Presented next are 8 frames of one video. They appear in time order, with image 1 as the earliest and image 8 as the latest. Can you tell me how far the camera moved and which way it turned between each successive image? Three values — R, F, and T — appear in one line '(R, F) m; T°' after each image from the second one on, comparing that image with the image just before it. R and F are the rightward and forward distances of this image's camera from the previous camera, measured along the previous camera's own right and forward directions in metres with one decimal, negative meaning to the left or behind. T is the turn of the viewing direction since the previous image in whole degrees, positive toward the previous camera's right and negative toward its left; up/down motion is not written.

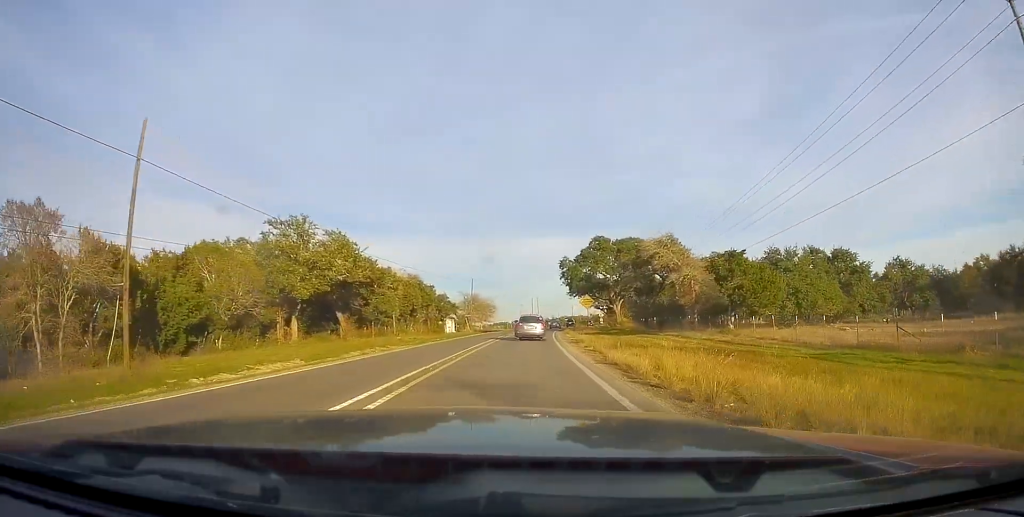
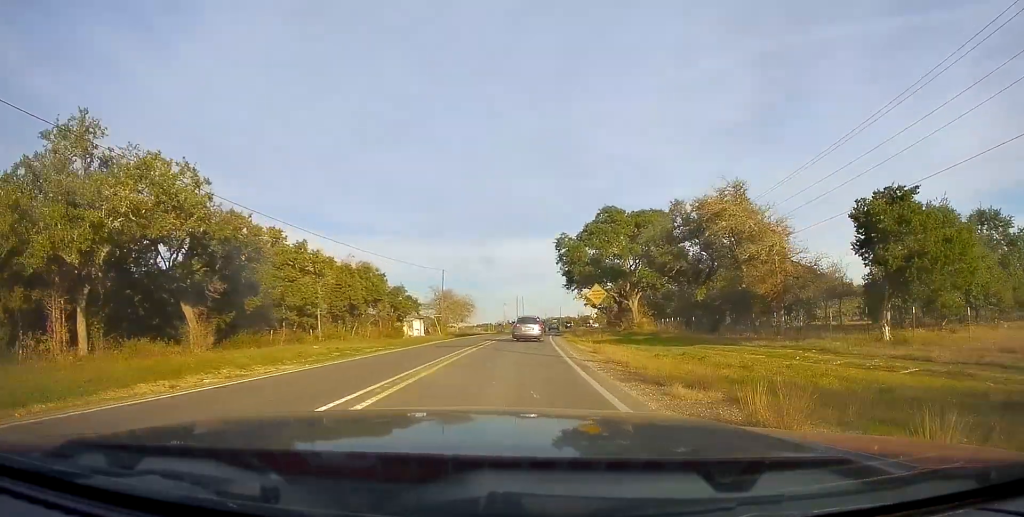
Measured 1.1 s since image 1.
(+0.1, +20.0) m; +2°
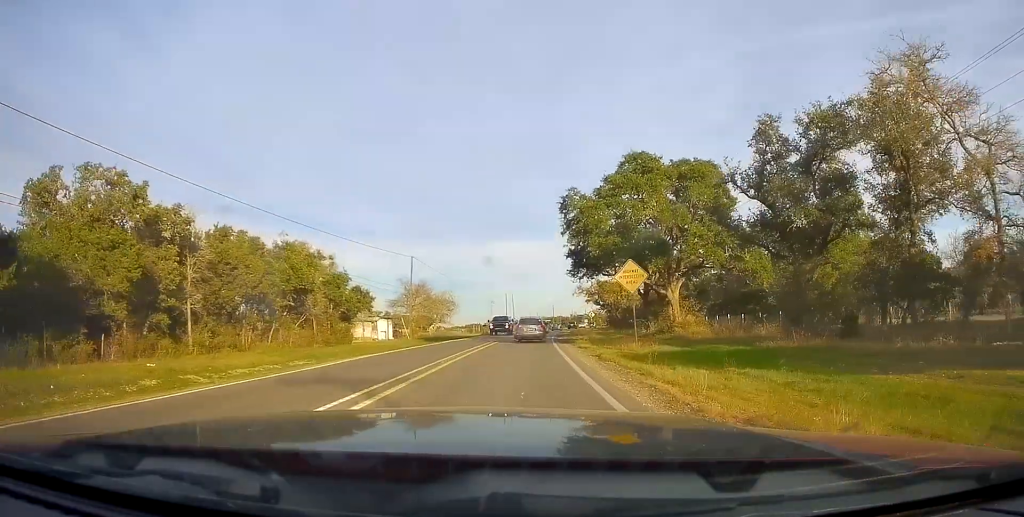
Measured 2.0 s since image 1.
(+0.3, +17.5) m; +2°
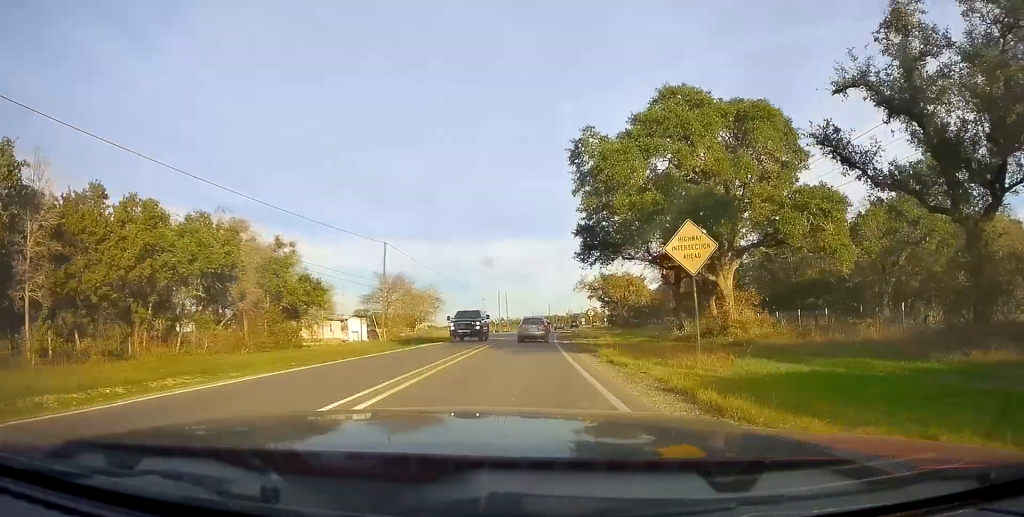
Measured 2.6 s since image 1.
(-0.2, +10.9) m; +1°
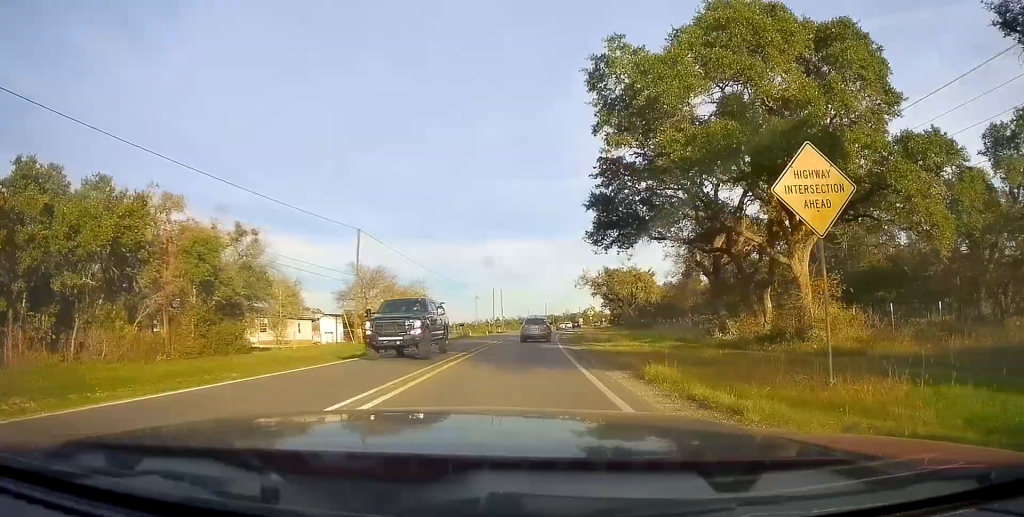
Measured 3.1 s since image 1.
(+0.2, +8.1) m; +1°
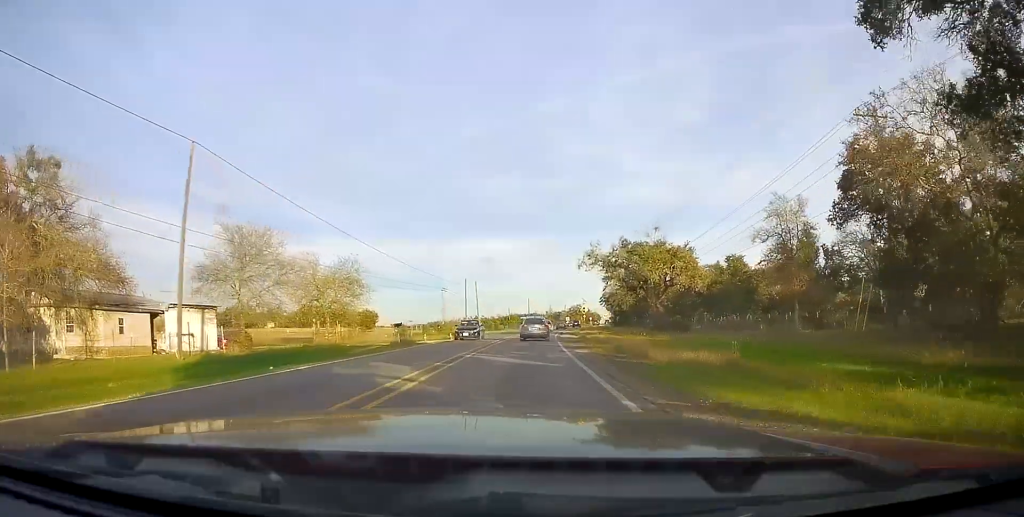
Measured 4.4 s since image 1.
(+0.5, +24.6) m; +1°
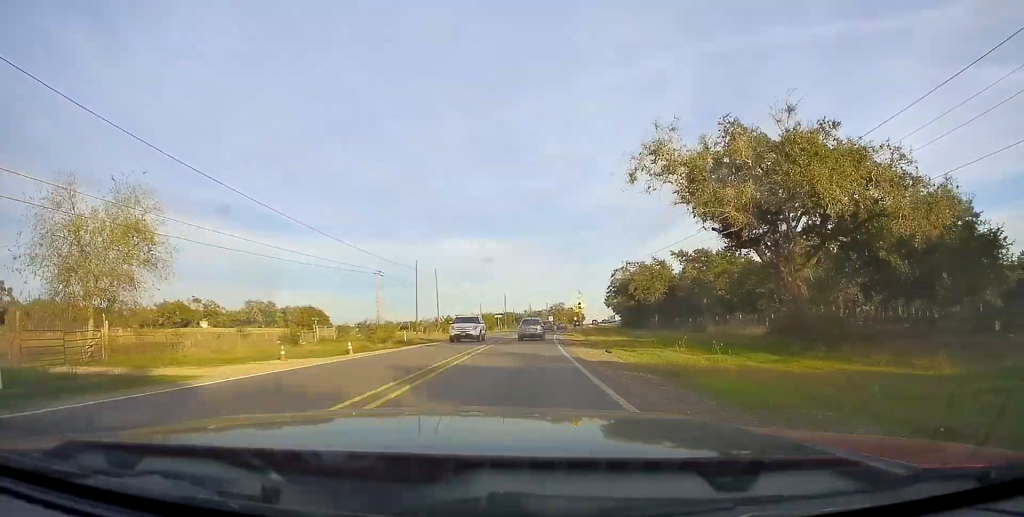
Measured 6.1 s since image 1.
(+0.5, +30.0) m; +2°
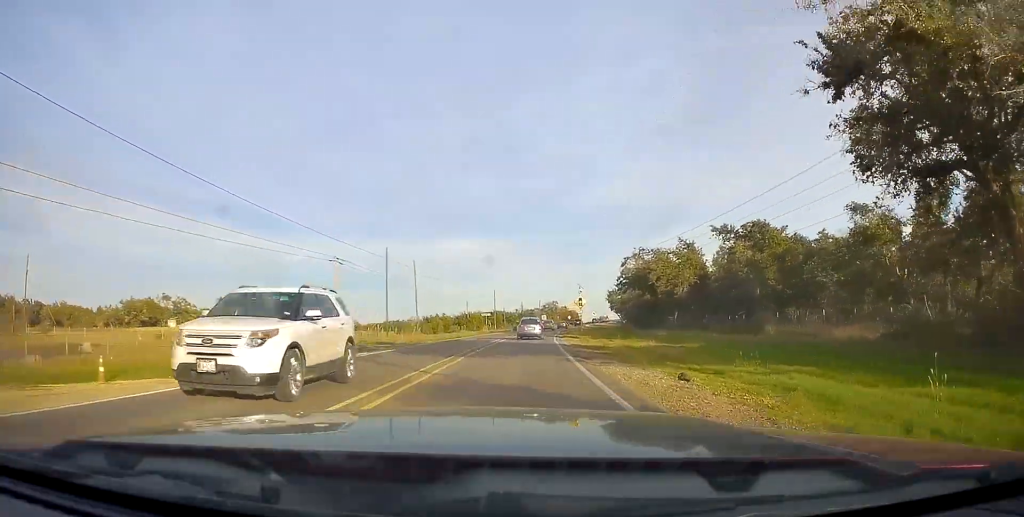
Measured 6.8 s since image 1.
(+0.3, +12.3) m; 0°
